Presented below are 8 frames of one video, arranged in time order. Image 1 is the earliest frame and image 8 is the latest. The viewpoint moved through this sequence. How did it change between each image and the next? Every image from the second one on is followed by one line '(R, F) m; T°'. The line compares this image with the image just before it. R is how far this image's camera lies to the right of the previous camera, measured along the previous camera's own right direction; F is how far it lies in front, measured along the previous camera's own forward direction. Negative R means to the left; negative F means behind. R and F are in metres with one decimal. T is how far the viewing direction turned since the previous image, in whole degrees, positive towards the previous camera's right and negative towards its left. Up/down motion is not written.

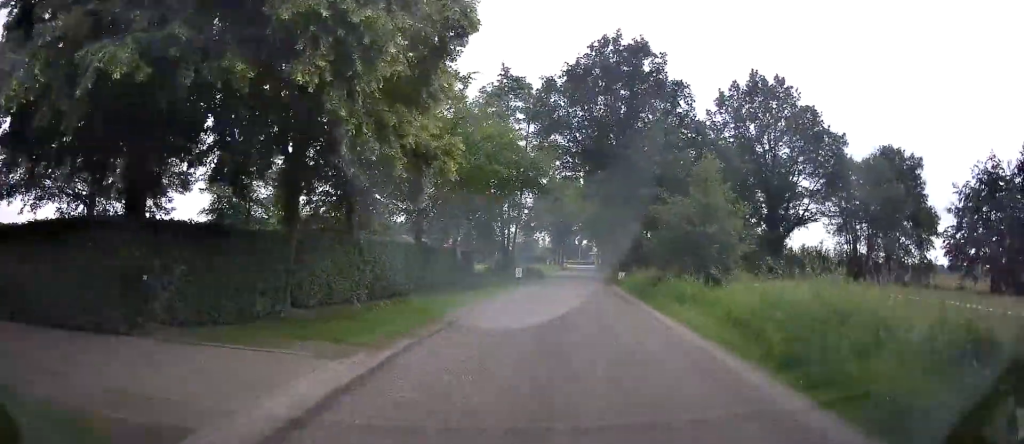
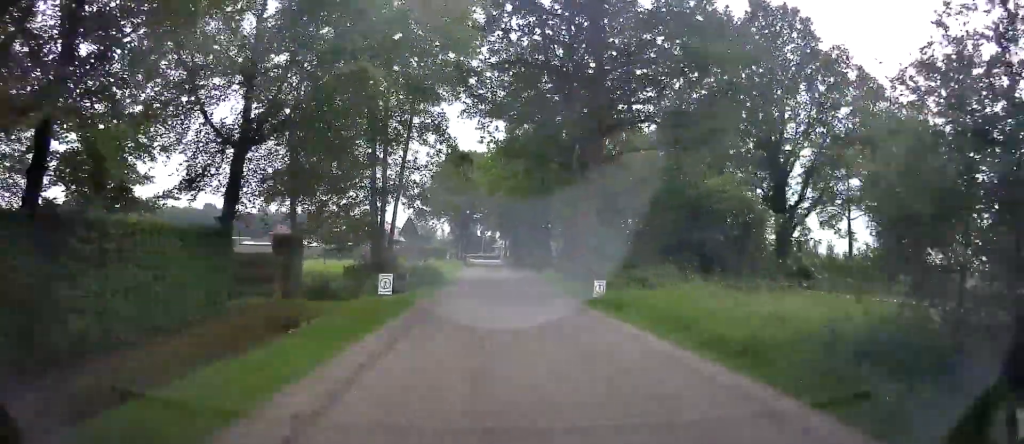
(+2.3, +16.7) m; +11°
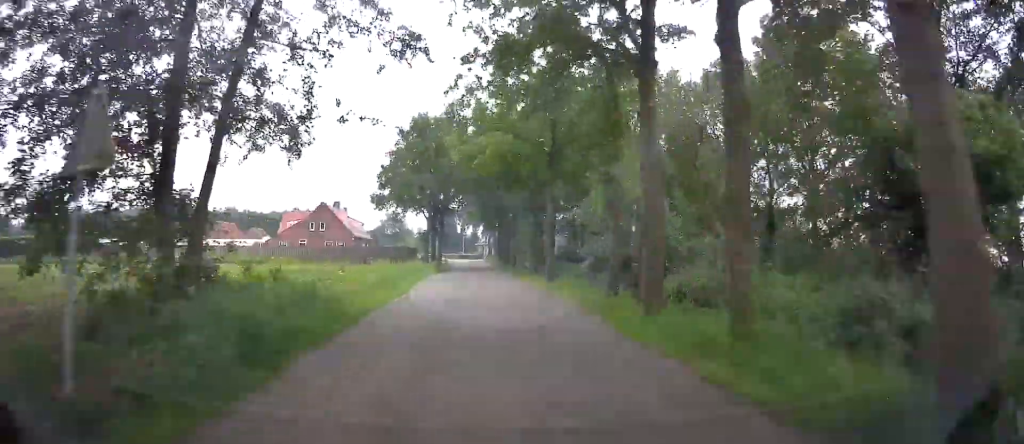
(+0.4, +15.0) m; +3°
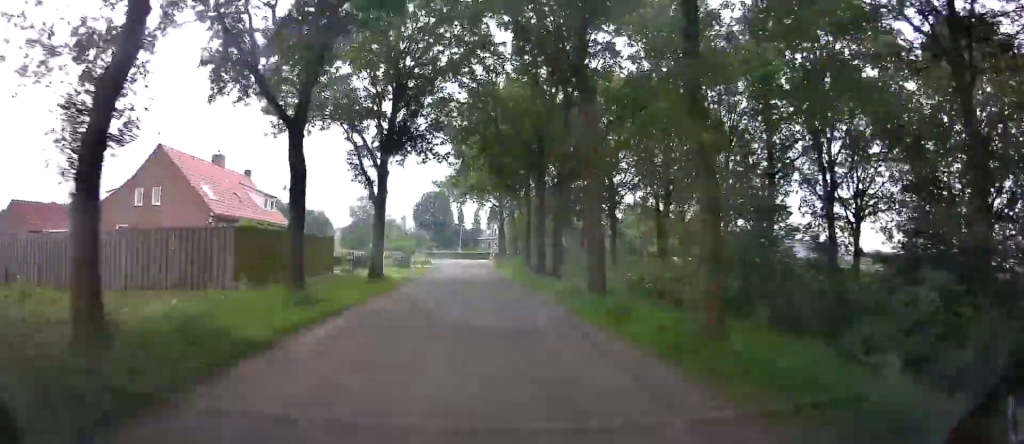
(-0.3, +39.3) m; -1°
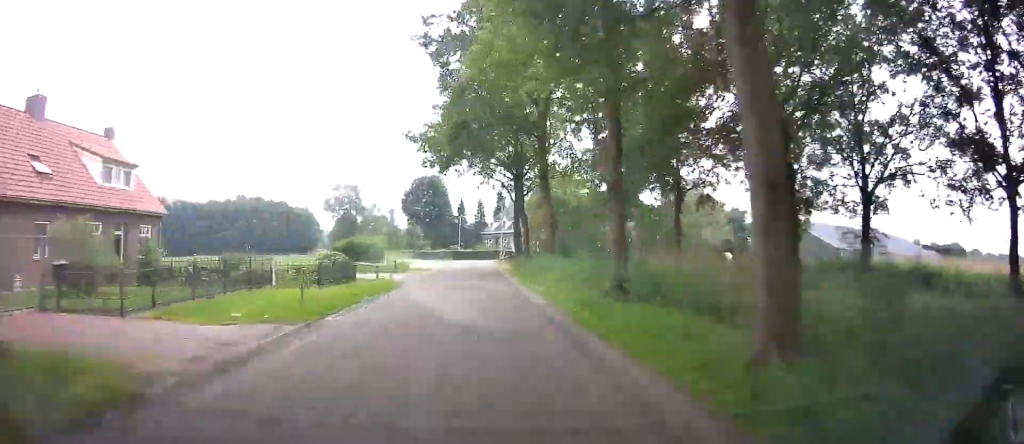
(+0.2, +23.8) m; -1°
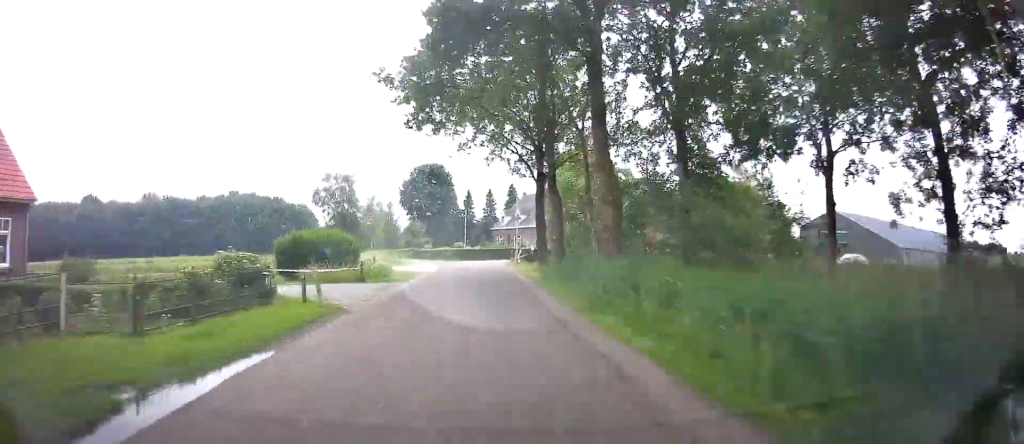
(-0.2, +12.6) m; -1°
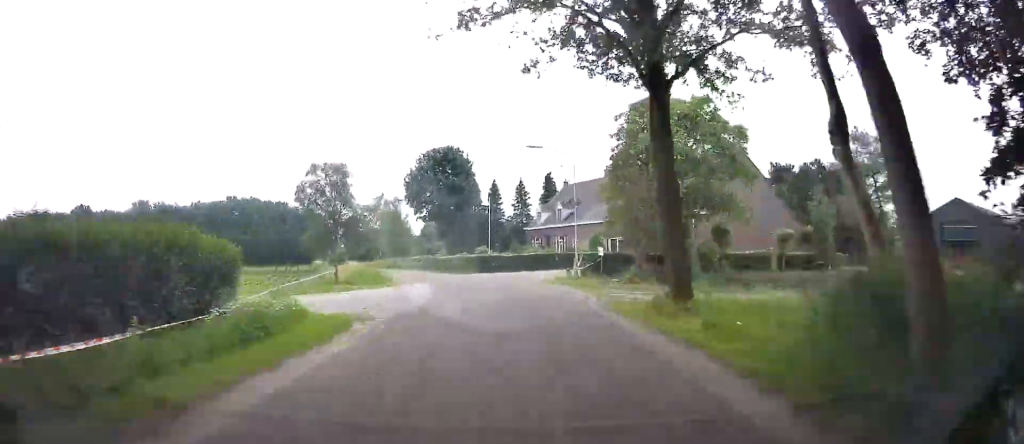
(-0.2, +19.1) m; -3°
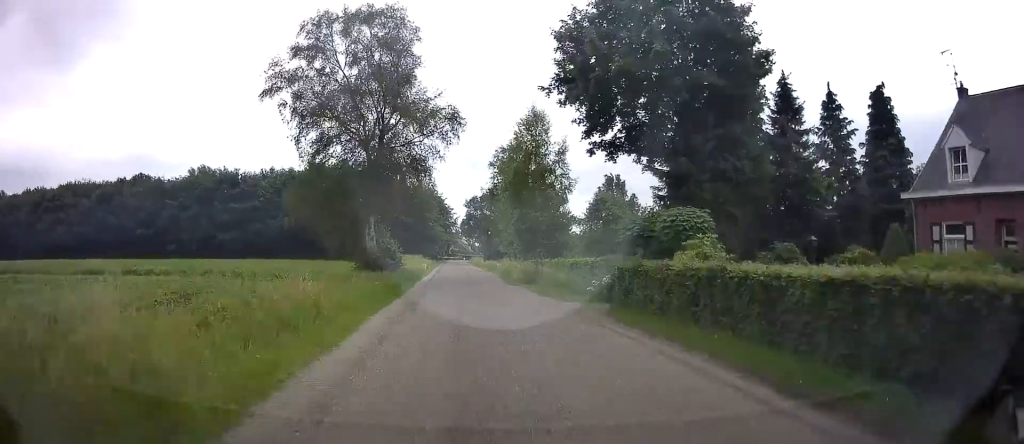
(-3.6, +45.4) m; -9°
